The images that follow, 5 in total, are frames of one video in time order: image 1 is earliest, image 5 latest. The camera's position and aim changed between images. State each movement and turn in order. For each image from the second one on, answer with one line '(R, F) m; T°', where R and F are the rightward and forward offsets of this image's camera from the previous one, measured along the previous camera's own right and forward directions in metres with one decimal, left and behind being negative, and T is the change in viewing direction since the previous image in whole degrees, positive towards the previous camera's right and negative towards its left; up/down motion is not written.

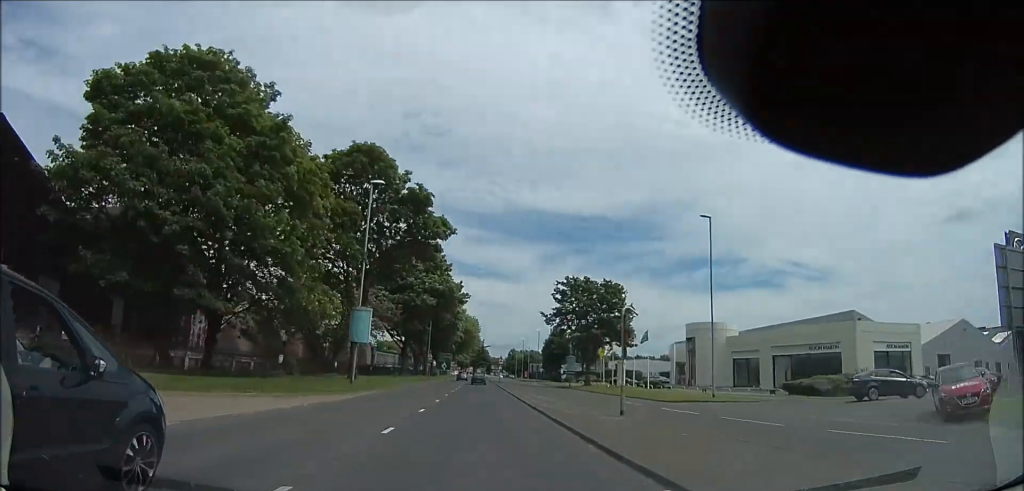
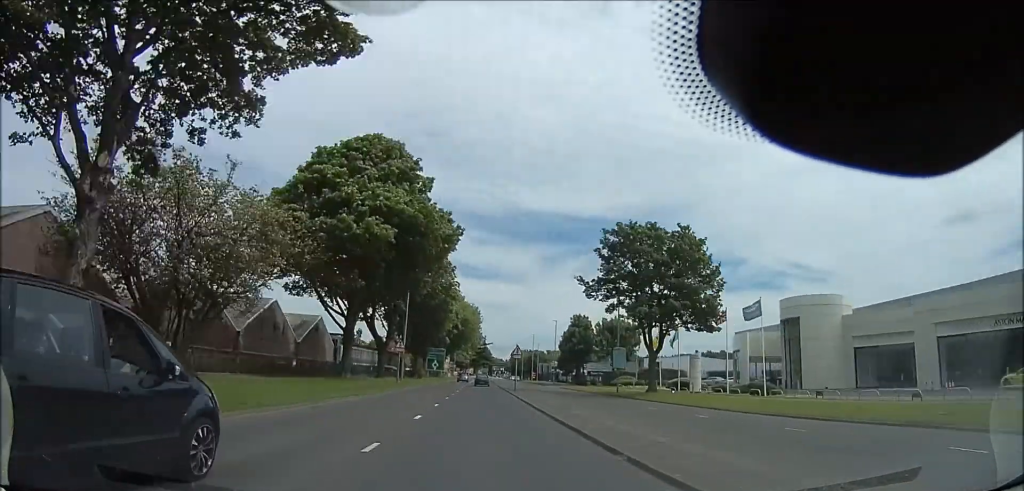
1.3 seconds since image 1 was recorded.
(0.0, +25.8) m; 0°
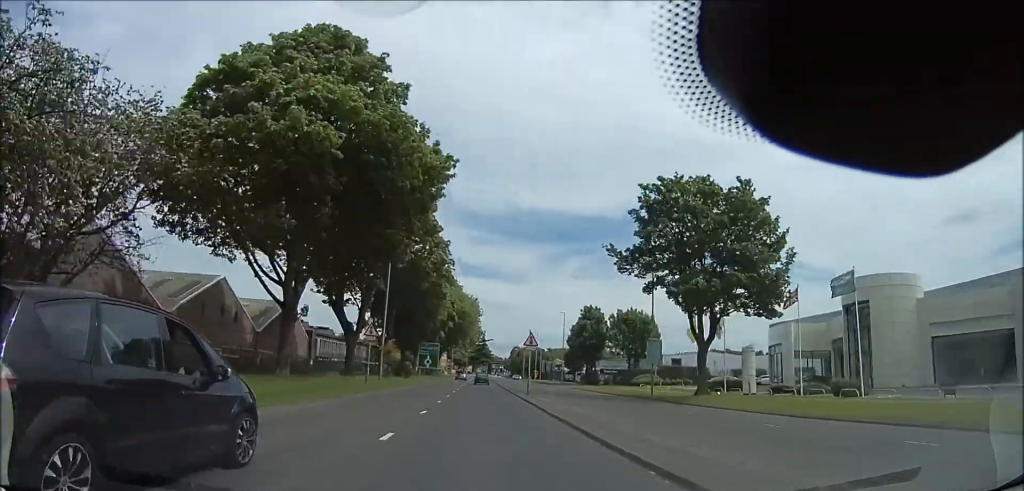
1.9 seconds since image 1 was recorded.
(0.0, +10.5) m; 0°
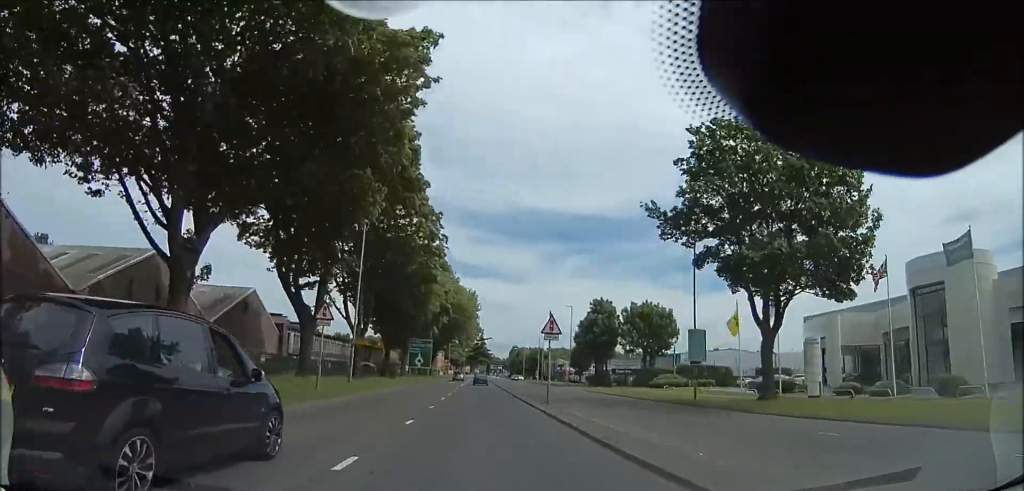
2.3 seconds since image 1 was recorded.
(+0.1, +8.6) m; 0°
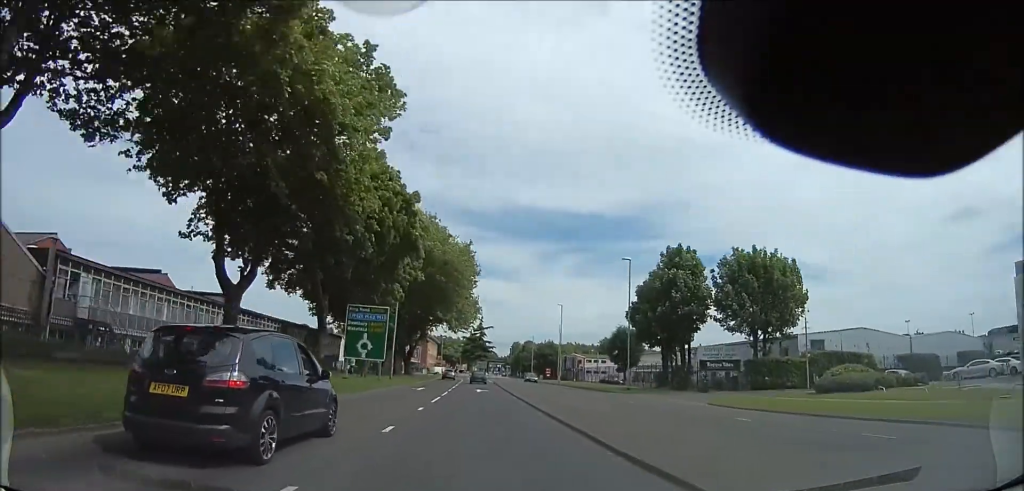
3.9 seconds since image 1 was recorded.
(-0.2, +31.7) m; 0°
